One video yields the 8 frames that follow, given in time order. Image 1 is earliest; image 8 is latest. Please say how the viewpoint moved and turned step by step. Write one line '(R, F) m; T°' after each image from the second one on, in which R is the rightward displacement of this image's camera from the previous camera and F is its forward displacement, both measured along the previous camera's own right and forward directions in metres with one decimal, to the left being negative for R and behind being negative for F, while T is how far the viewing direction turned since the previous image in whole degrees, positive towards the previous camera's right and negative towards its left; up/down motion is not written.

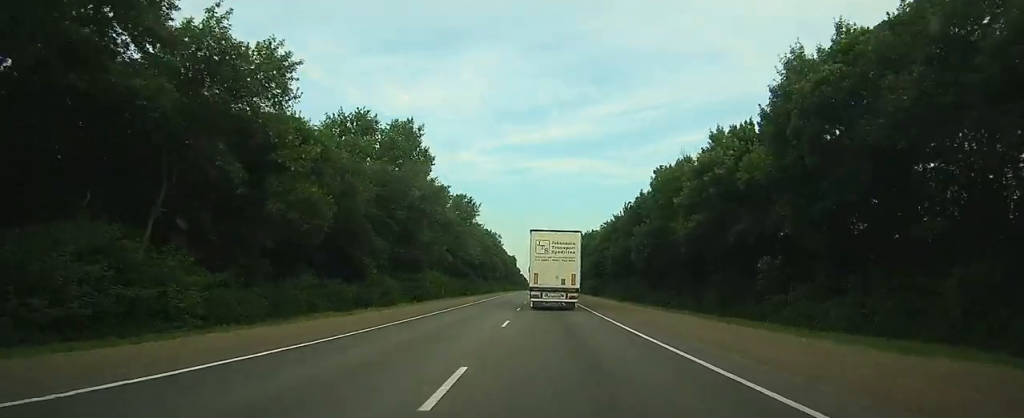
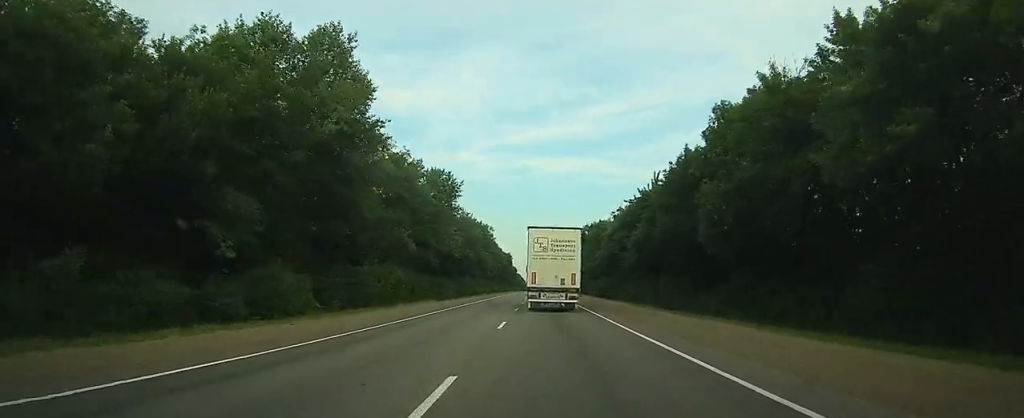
(-0.1, +24.9) m; 0°
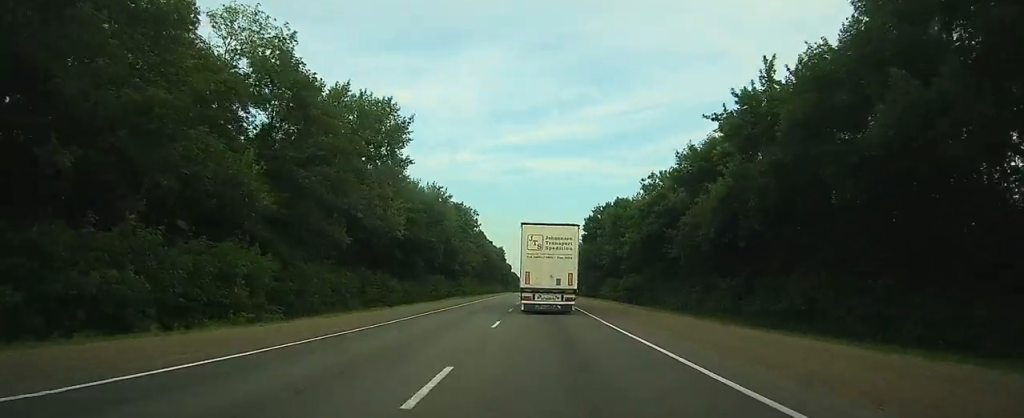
(+0.2, +34.9) m; +1°
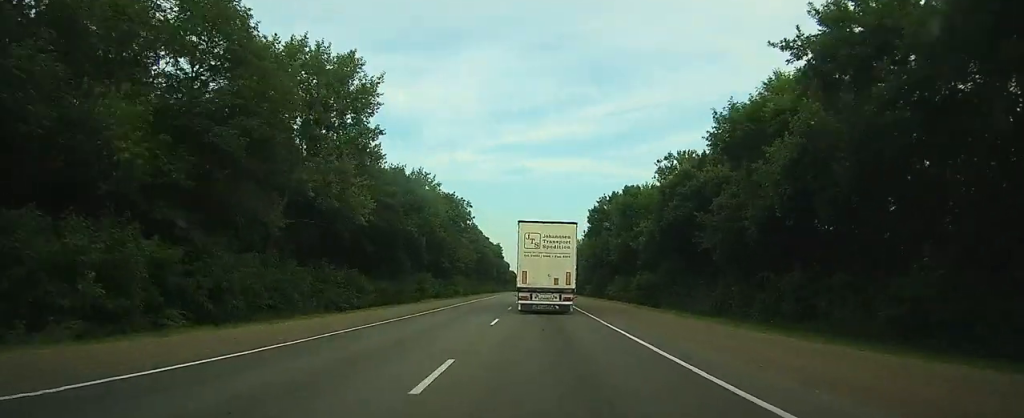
(0.0, +10.9) m; 0°
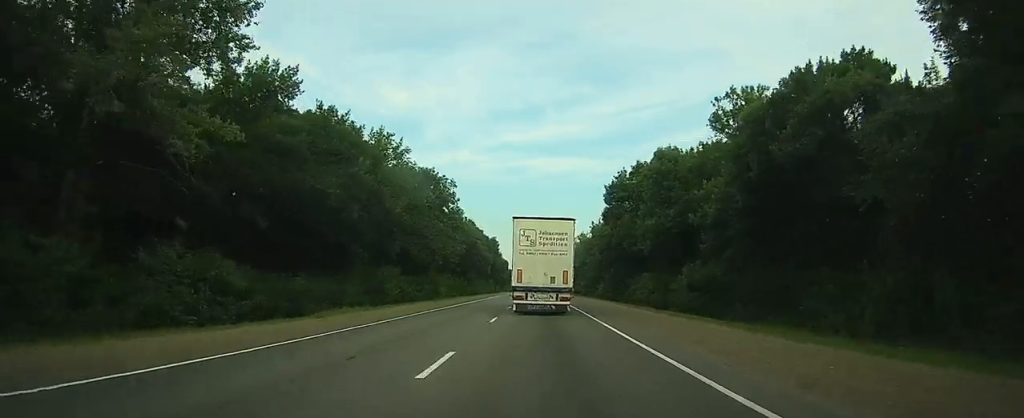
(0.0, +22.3) m; 0°
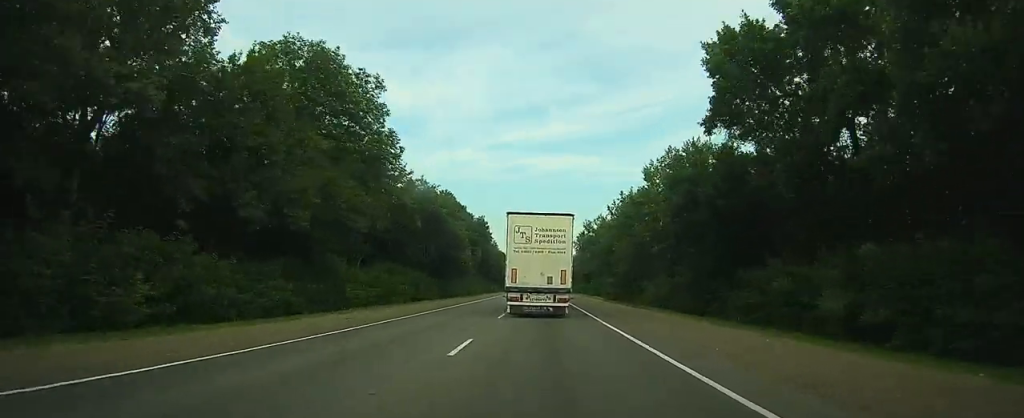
(+0.2, +42.3) m; 0°
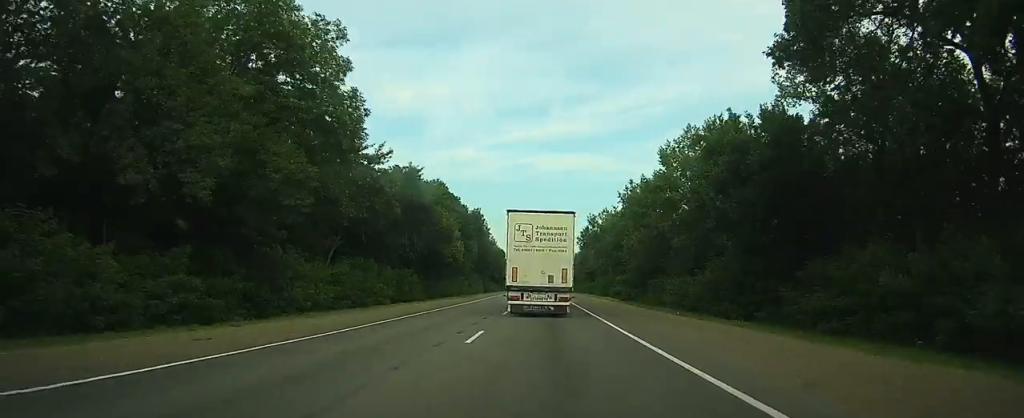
(0.0, +9.1) m; 0°
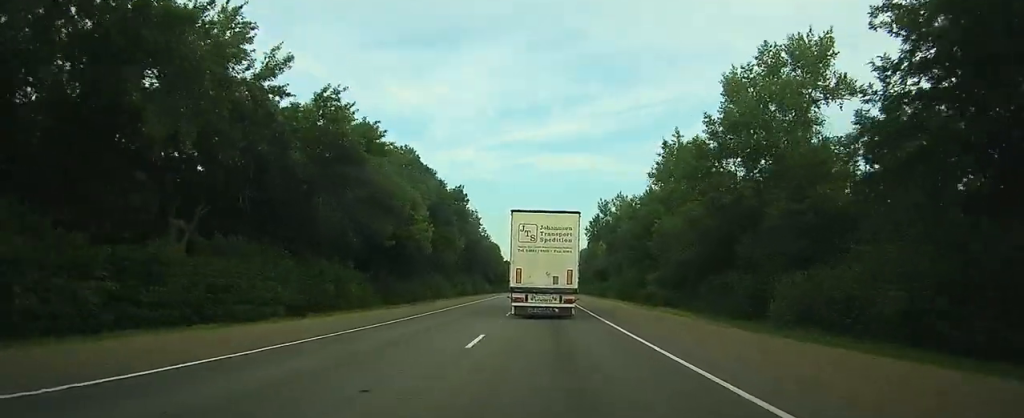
(0.0, +22.7) m; 0°
